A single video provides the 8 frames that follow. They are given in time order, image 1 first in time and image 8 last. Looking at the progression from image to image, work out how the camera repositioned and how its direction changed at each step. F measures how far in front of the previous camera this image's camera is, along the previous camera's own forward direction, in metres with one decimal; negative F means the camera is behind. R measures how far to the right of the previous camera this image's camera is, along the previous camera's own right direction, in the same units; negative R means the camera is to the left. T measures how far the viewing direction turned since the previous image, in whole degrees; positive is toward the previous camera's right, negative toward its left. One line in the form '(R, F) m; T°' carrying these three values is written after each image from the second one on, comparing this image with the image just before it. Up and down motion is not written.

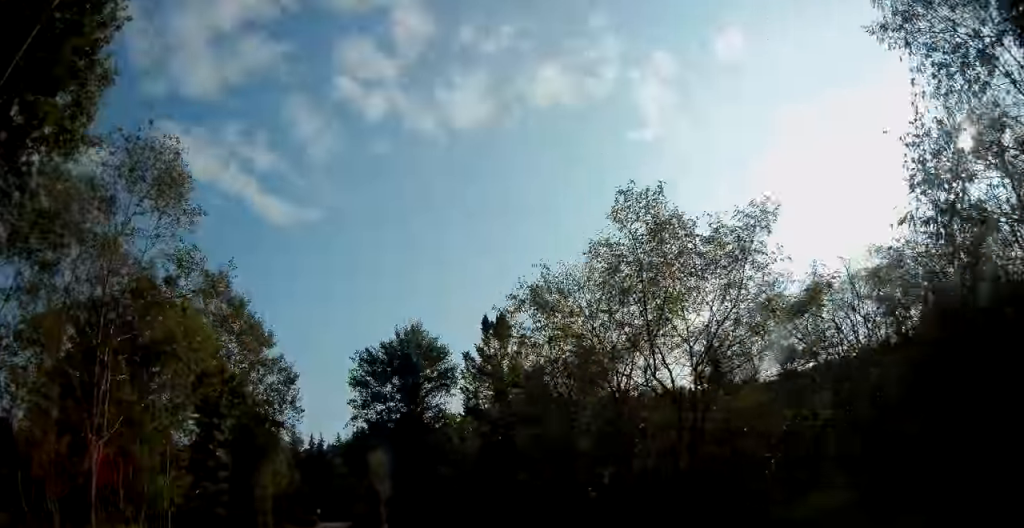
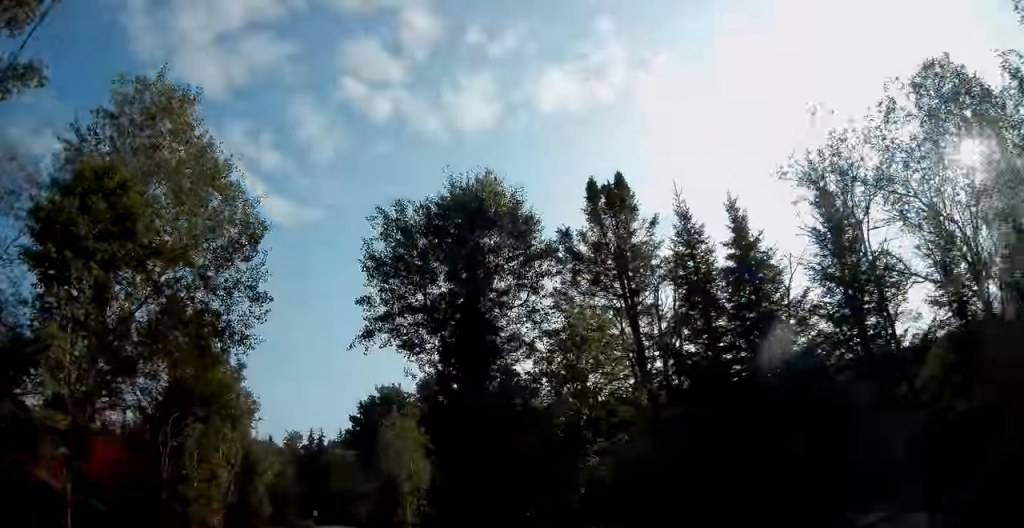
(+0.4, +15.9) m; 0°
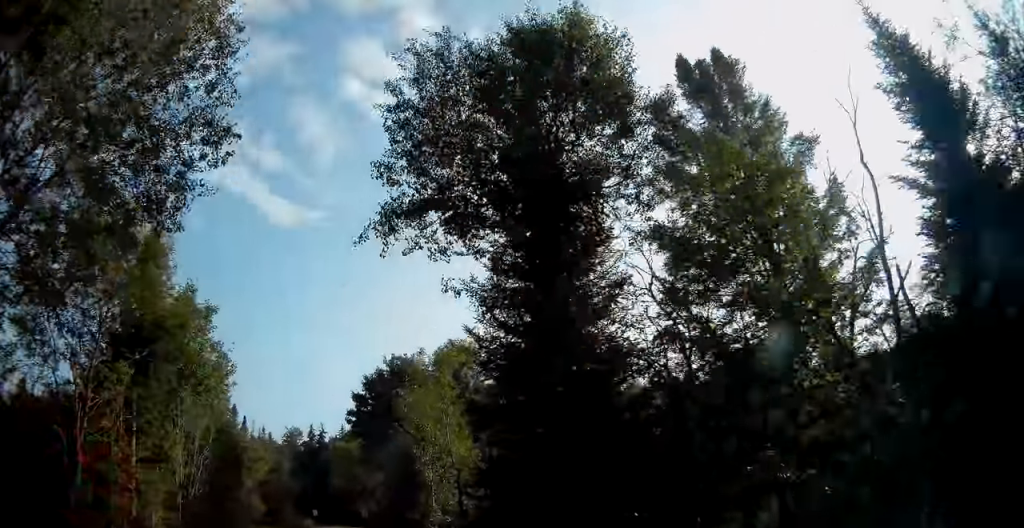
(-0.2, +7.2) m; -1°
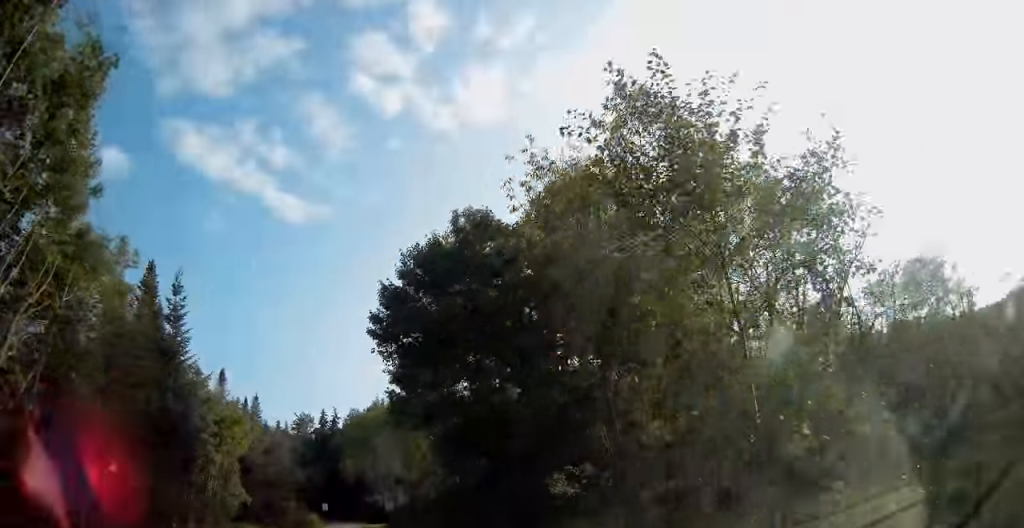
(+0.1, +15.2) m; -1°
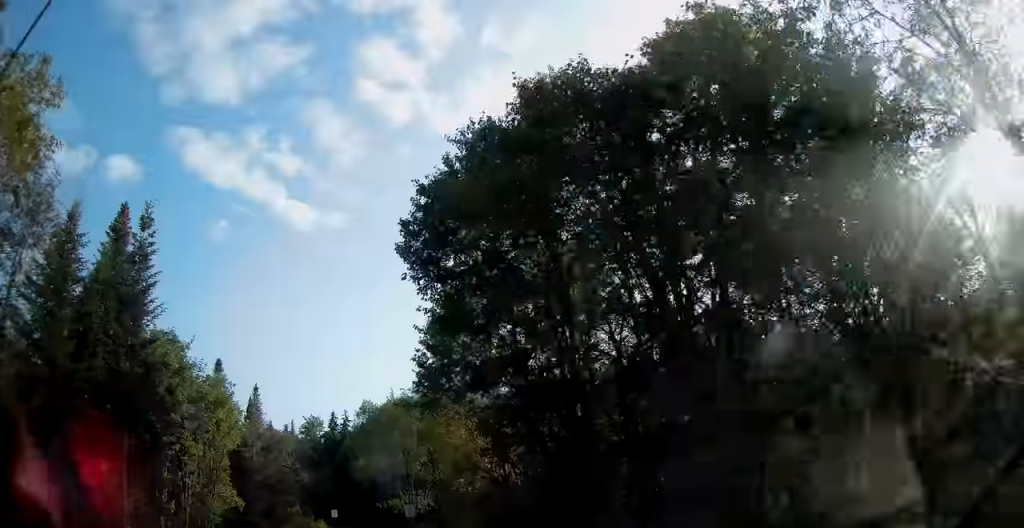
(0.0, +6.6) m; -2°
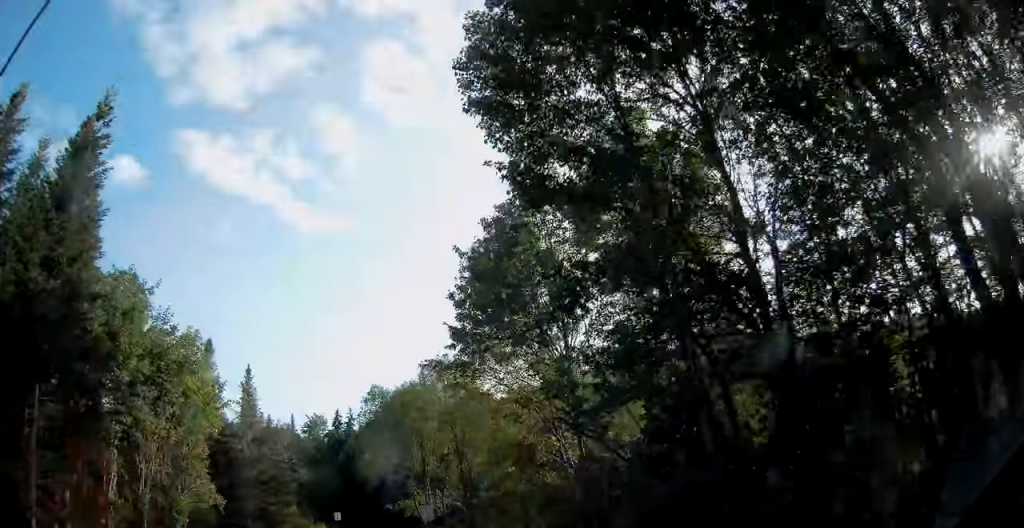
(-0.2, +6.3) m; -1°
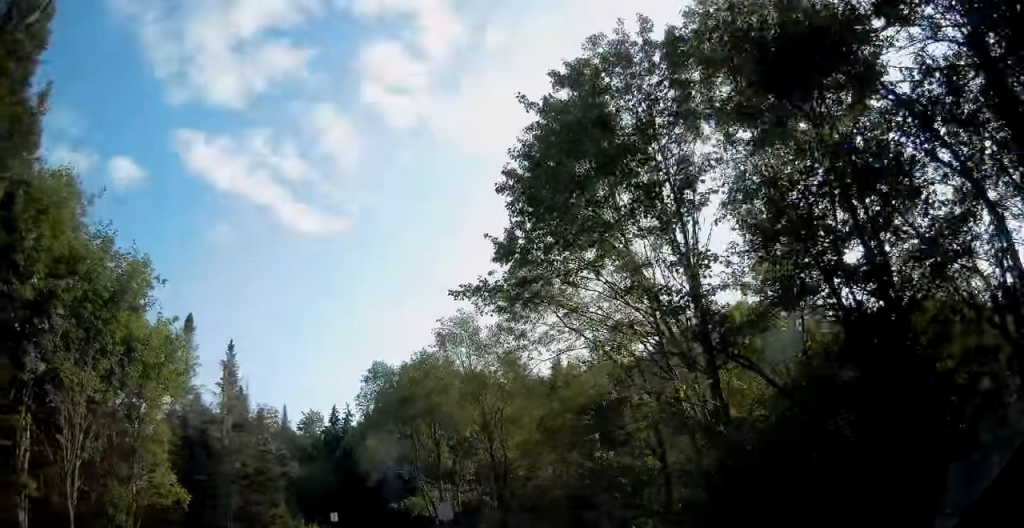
(0.0, +5.7) m; 0°
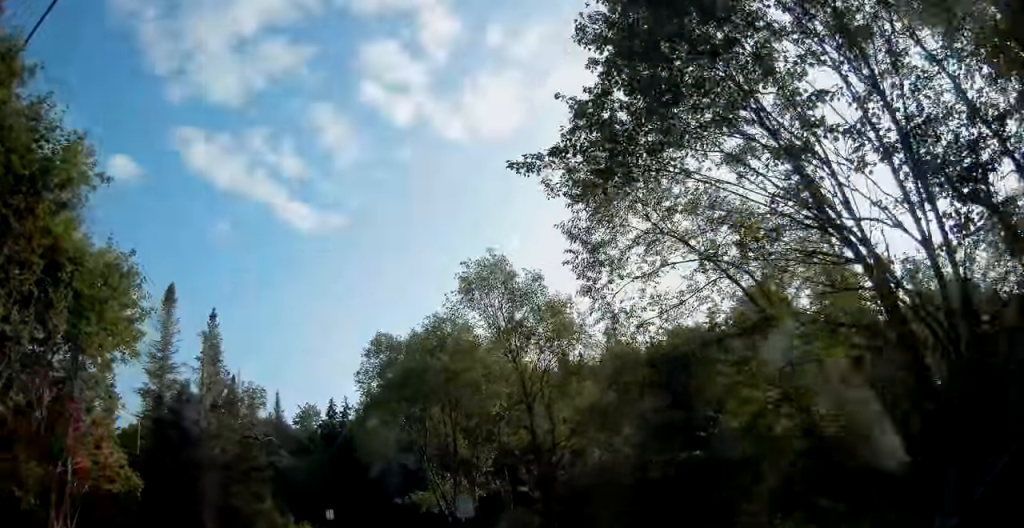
(0.0, +4.7) m; 0°
